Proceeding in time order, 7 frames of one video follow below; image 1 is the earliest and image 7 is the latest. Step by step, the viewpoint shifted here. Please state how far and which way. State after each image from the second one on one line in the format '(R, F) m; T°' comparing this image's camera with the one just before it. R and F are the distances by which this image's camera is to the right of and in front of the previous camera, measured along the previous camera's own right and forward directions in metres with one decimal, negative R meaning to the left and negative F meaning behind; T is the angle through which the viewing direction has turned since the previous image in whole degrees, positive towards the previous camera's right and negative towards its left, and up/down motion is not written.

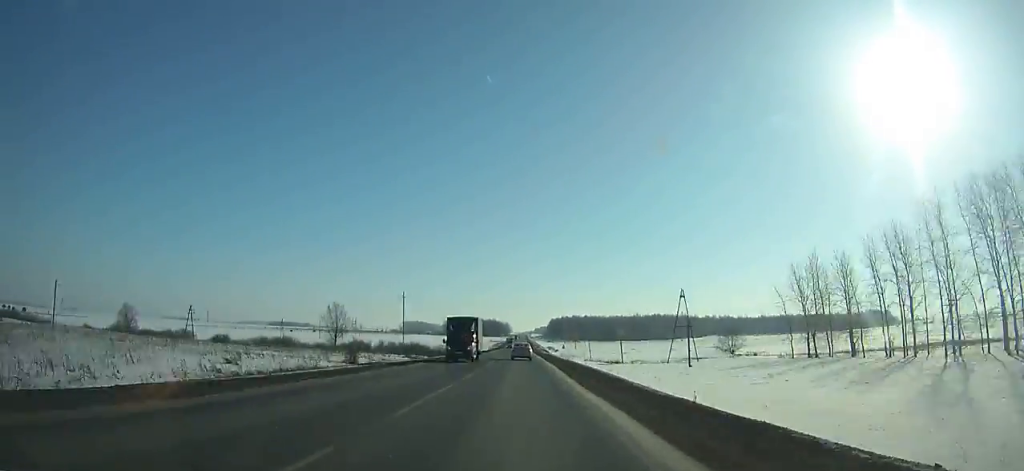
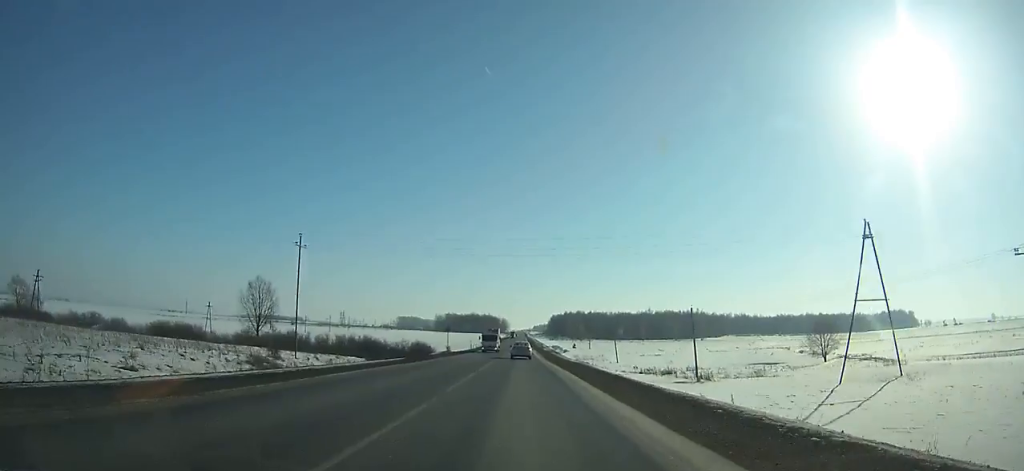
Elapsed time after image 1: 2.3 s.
(-0.1, +54.4) m; 0°
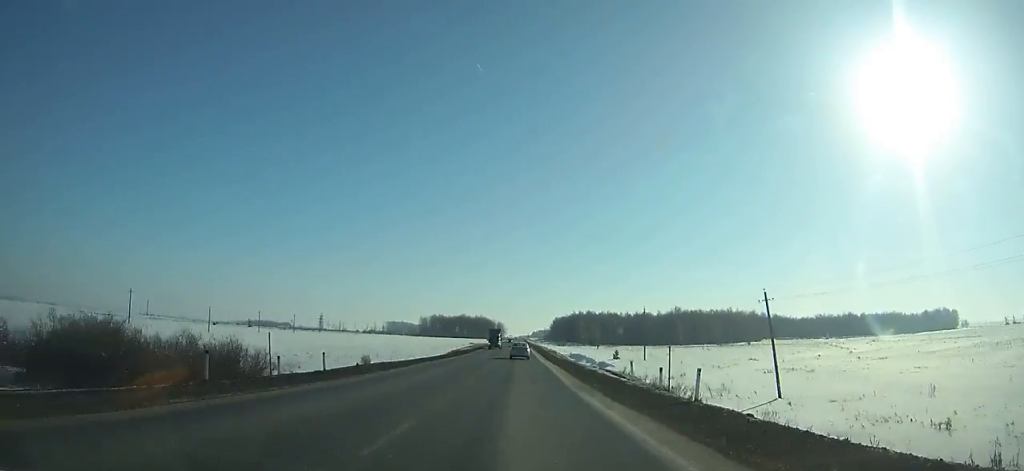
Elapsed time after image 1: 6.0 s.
(+0.2, +85.7) m; 0°
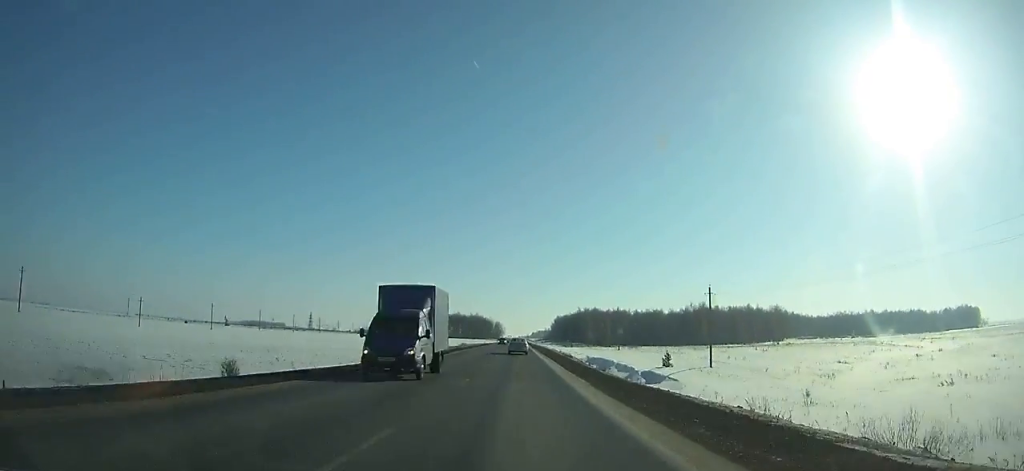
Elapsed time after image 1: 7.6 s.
(+0.1, +36.7) m; 0°
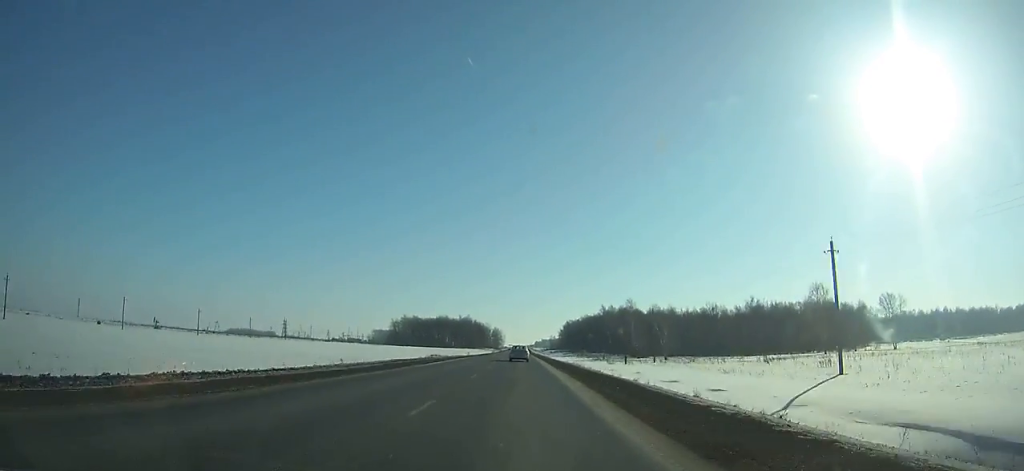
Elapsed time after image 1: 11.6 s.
(-0.4, +90.3) m; -1°
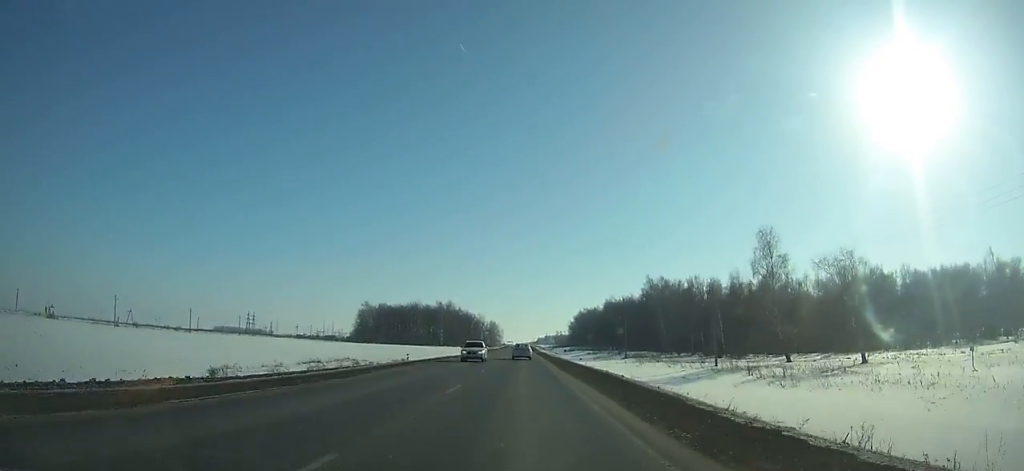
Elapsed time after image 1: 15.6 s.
(-0.1, +88.5) m; 0°
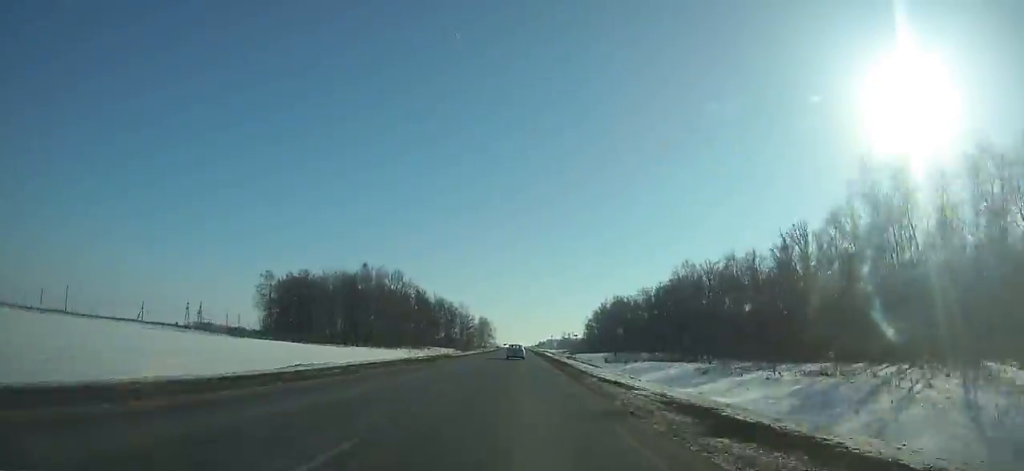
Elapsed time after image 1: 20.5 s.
(-0.1, +105.9) m; 0°
